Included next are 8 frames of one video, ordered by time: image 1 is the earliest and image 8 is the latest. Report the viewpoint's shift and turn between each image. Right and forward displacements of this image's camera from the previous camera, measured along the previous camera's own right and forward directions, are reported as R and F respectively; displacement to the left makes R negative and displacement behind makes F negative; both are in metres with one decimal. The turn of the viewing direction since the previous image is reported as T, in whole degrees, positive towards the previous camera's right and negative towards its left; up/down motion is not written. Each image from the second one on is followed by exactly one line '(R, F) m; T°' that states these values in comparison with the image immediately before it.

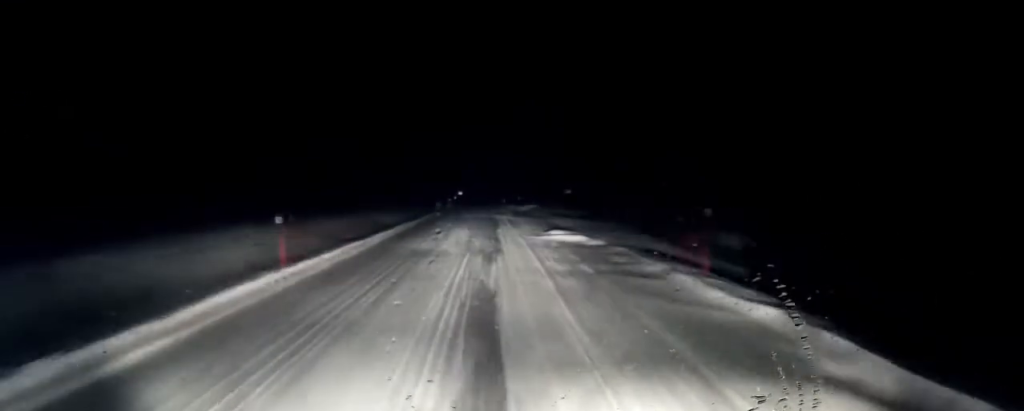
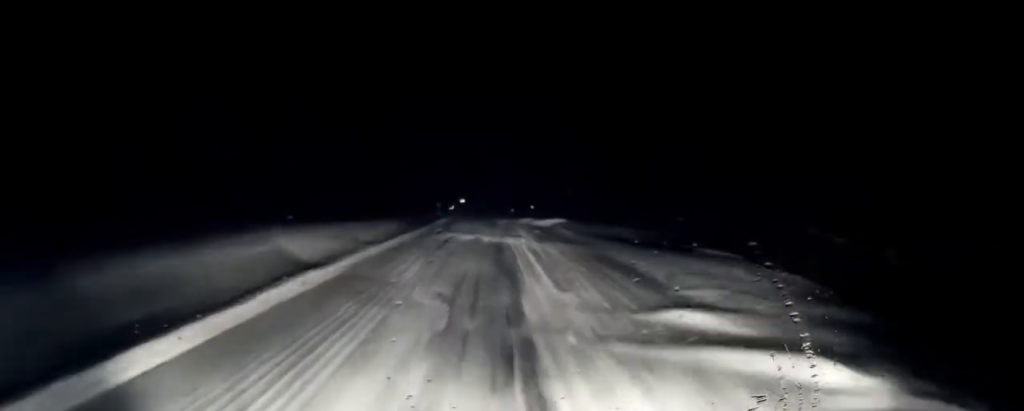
(+0.2, +12.8) m; 0°
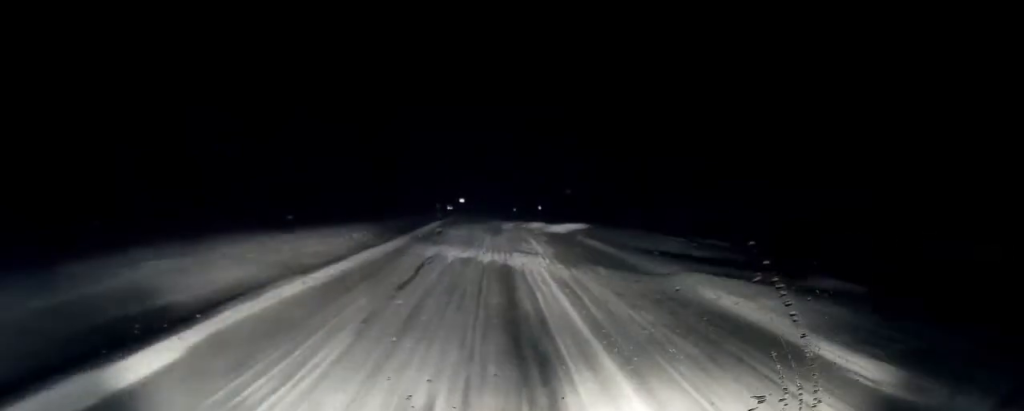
(-0.2, +6.6) m; 0°
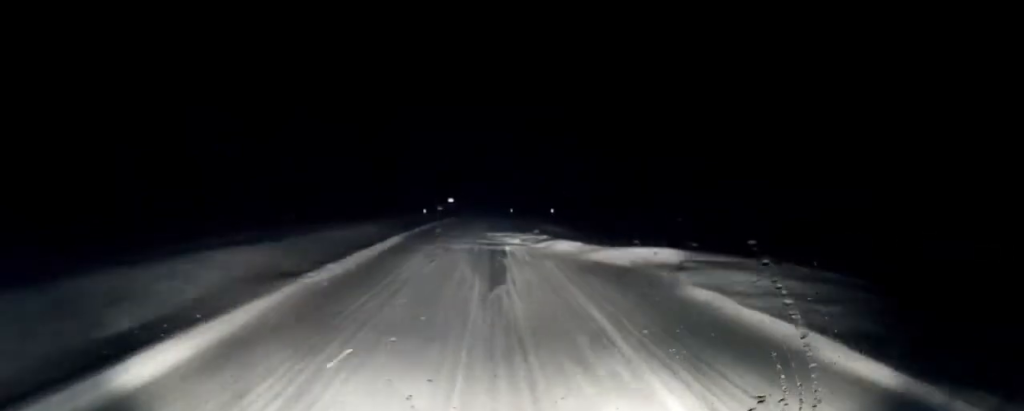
(+0.2, +13.2) m; 0°
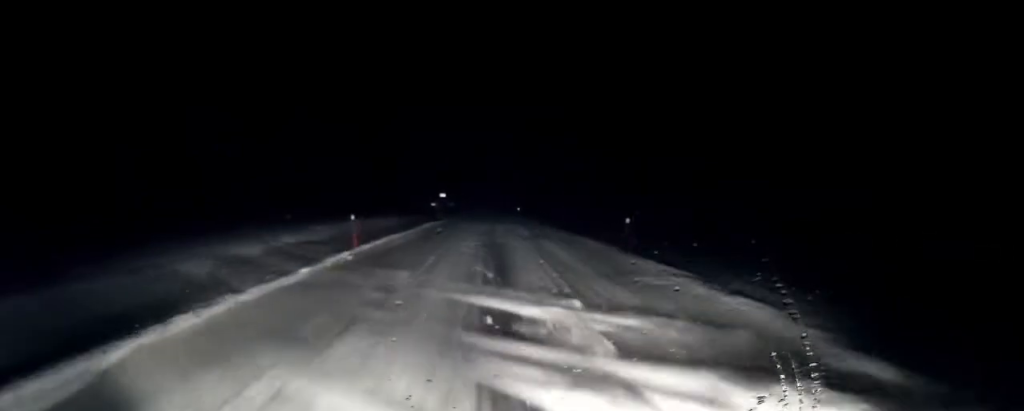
(-0.5, +17.8) m; -2°
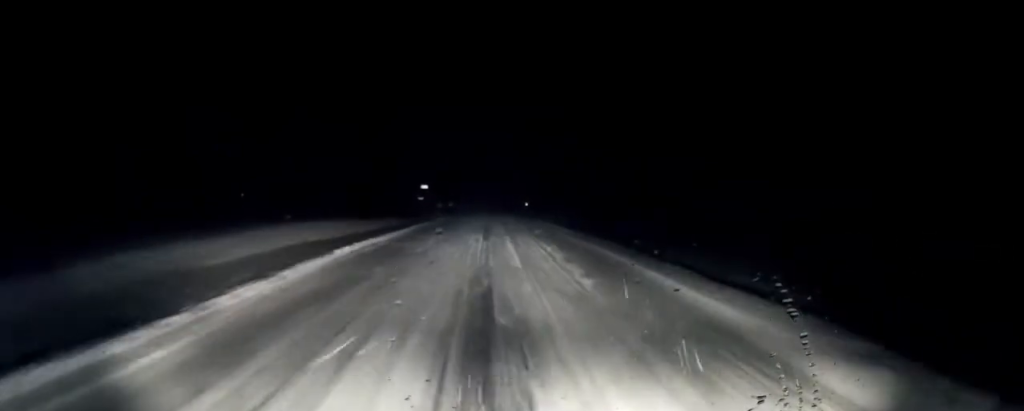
(0.0, +18.3) m; 0°
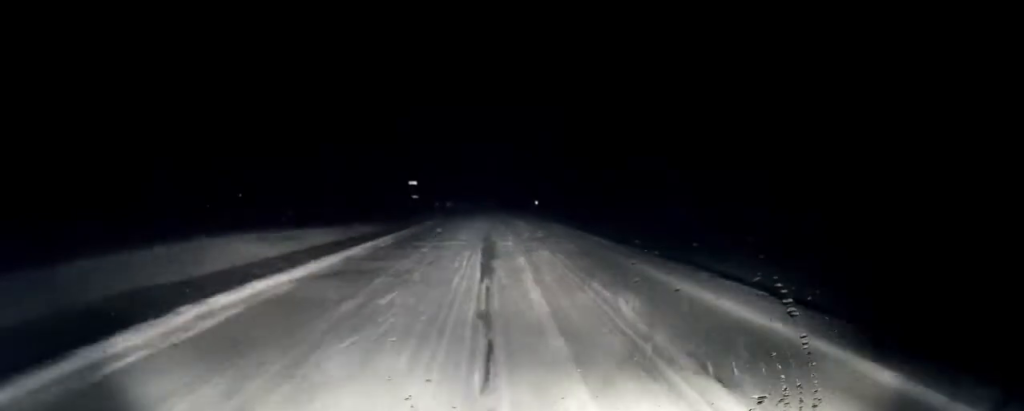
(0.0, +9.3) m; 0°
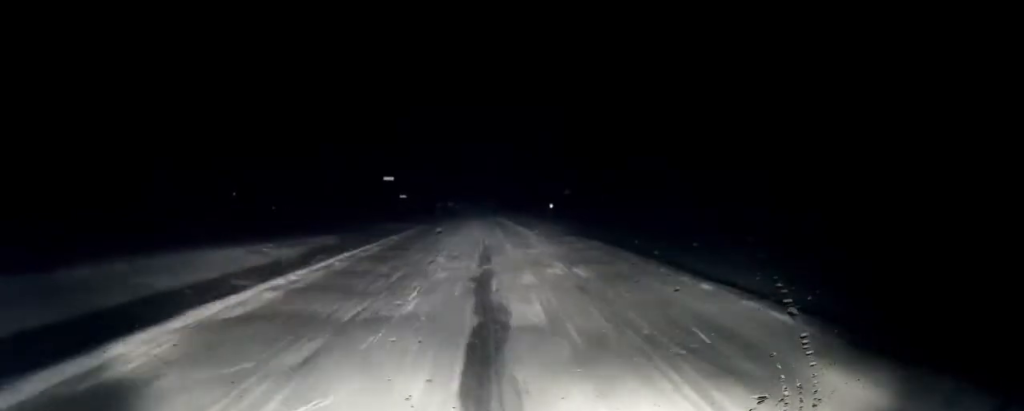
(0.0, +10.6) m; 0°
